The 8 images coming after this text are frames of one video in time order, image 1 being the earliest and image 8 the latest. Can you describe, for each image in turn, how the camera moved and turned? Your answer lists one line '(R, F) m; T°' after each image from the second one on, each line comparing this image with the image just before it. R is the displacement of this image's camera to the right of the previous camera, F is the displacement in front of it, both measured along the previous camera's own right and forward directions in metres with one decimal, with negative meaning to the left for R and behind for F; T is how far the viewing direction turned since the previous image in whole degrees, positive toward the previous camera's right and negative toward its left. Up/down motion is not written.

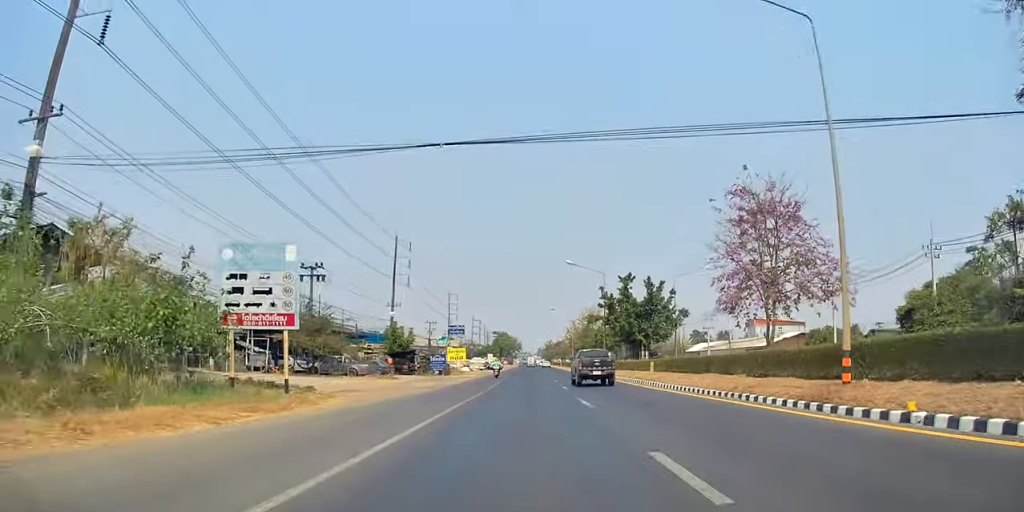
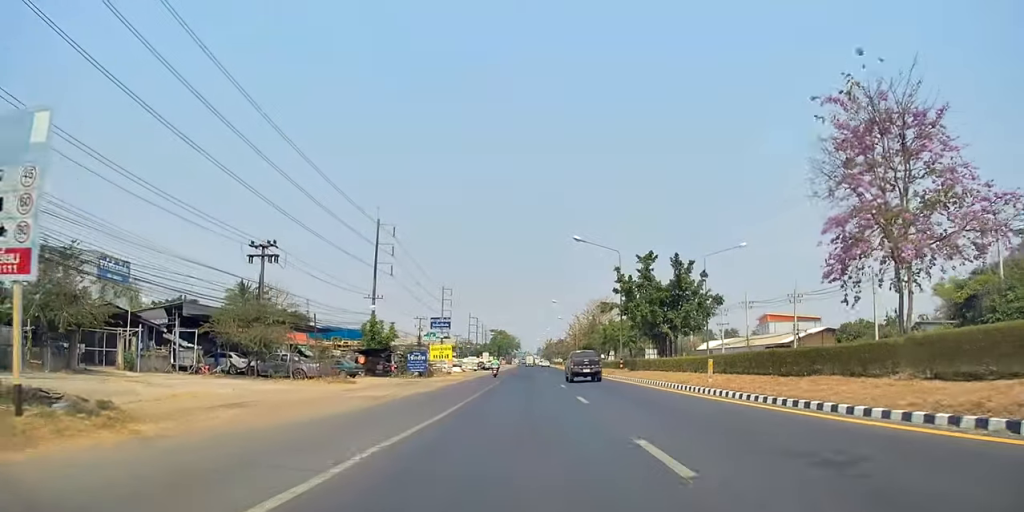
(-0.4, +10.3) m; 0°
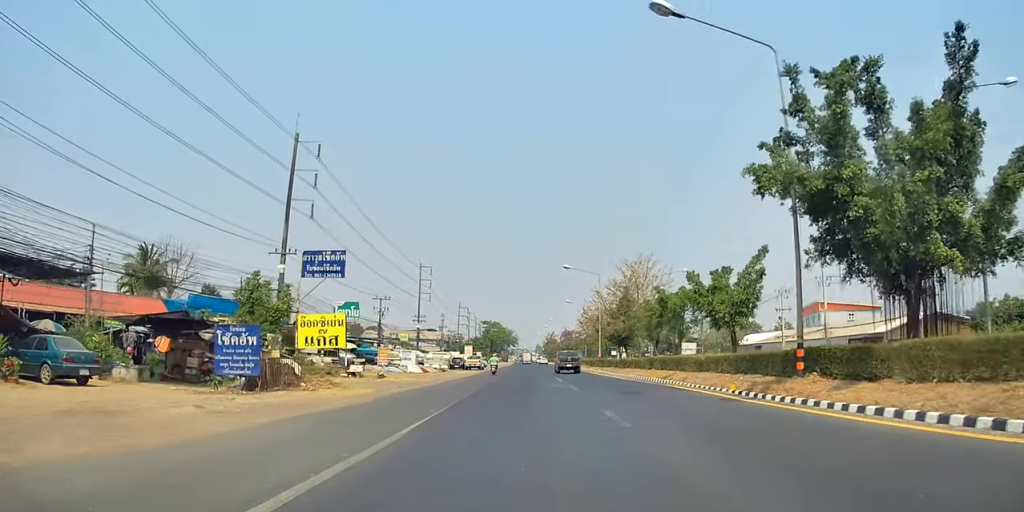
(+0.2, +31.5) m; -1°
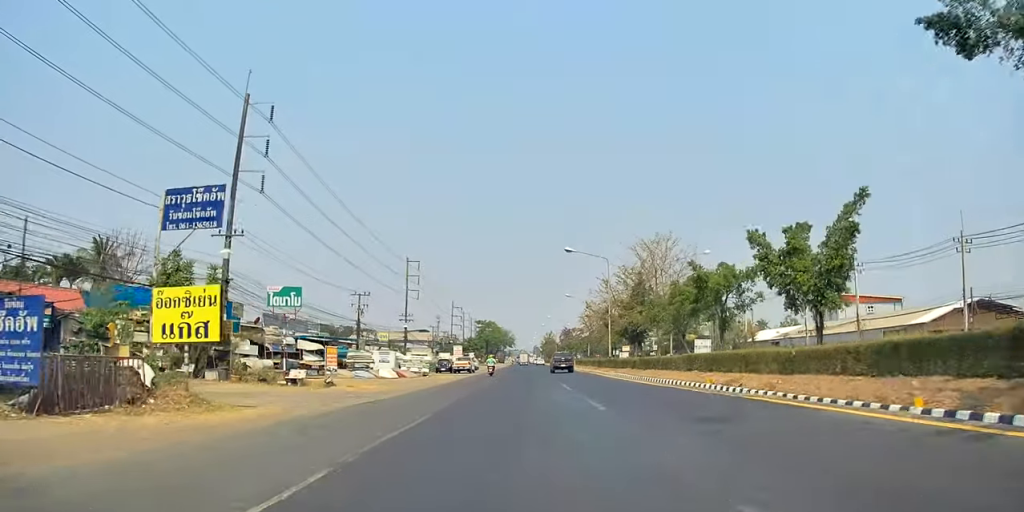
(-0.1, +9.6) m; -1°
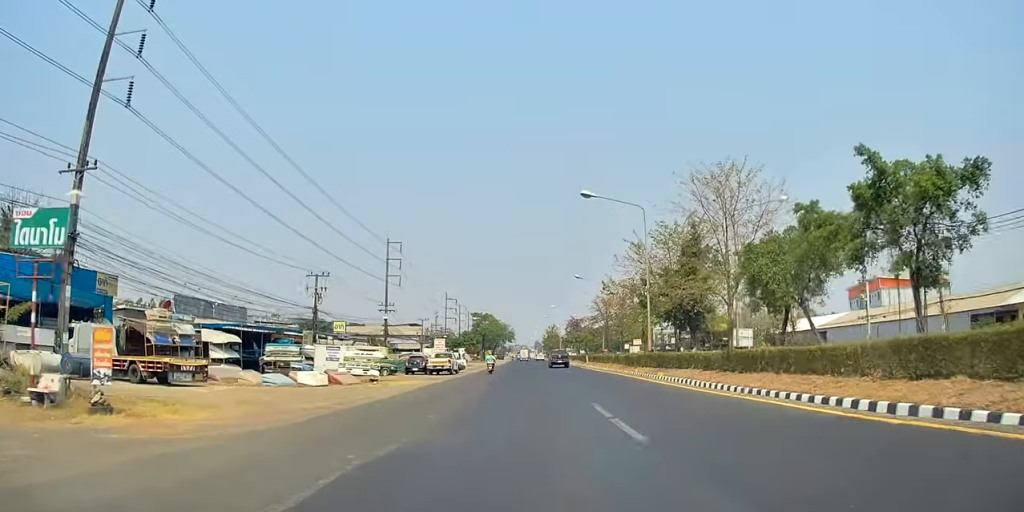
(-0.2, +16.3) m; +1°
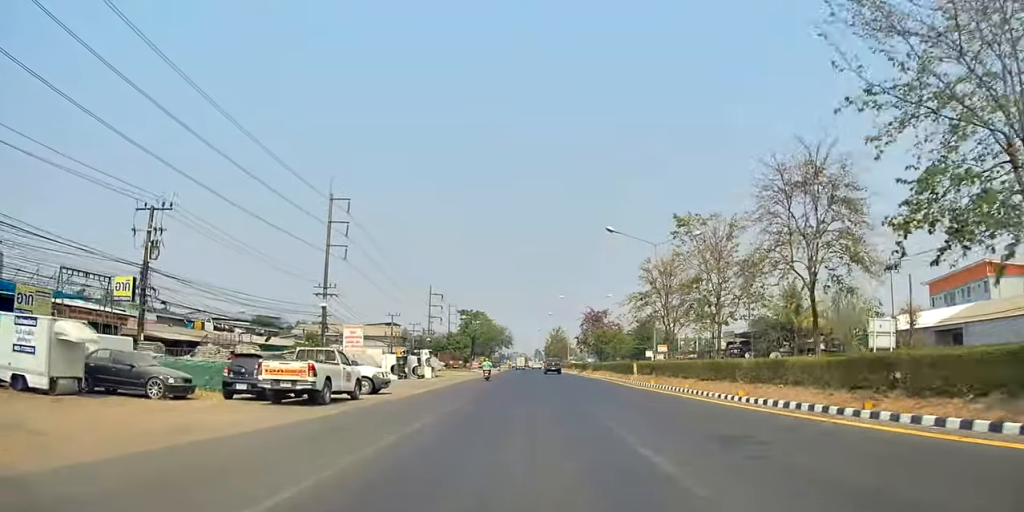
(+0.6, +30.3) m; 0°
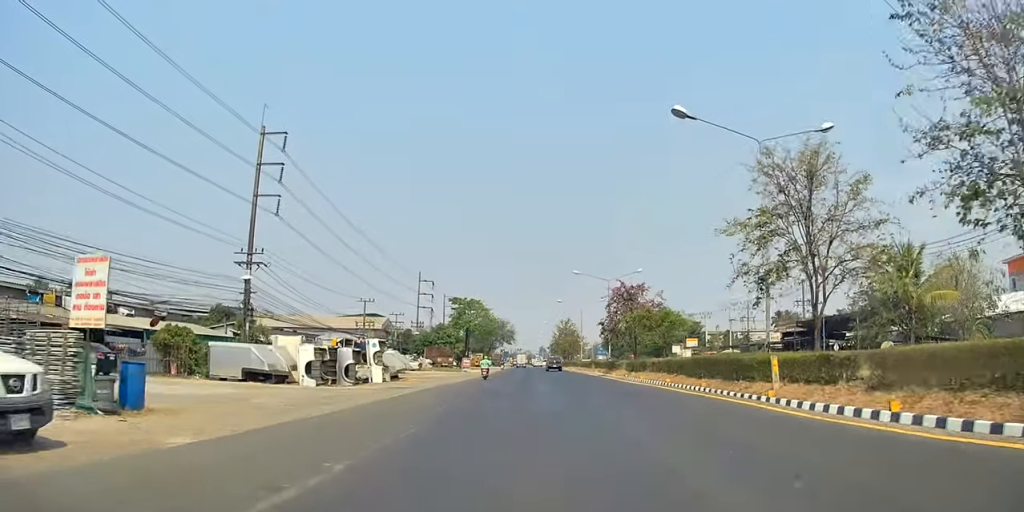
(-0.3, +20.4) m; 0°
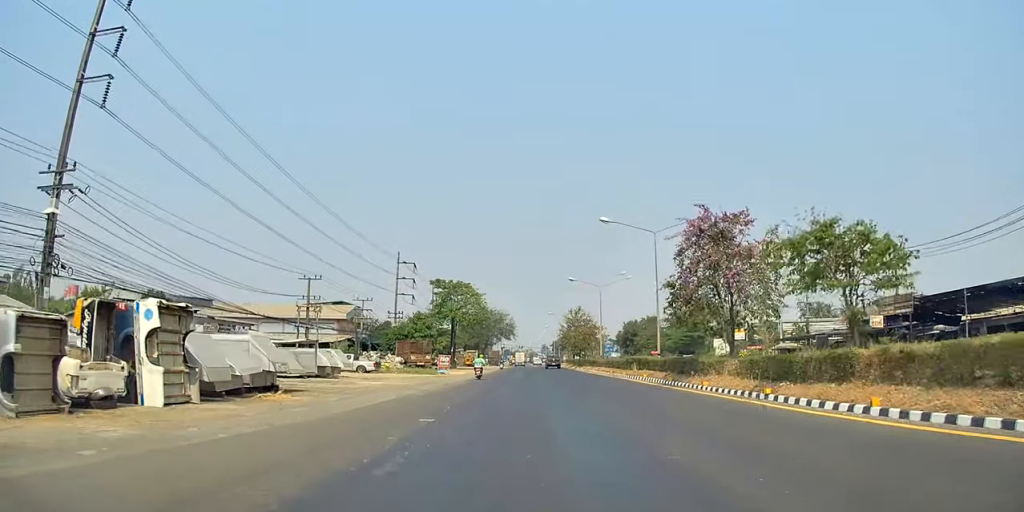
(0.0, +22.8) m; 0°
